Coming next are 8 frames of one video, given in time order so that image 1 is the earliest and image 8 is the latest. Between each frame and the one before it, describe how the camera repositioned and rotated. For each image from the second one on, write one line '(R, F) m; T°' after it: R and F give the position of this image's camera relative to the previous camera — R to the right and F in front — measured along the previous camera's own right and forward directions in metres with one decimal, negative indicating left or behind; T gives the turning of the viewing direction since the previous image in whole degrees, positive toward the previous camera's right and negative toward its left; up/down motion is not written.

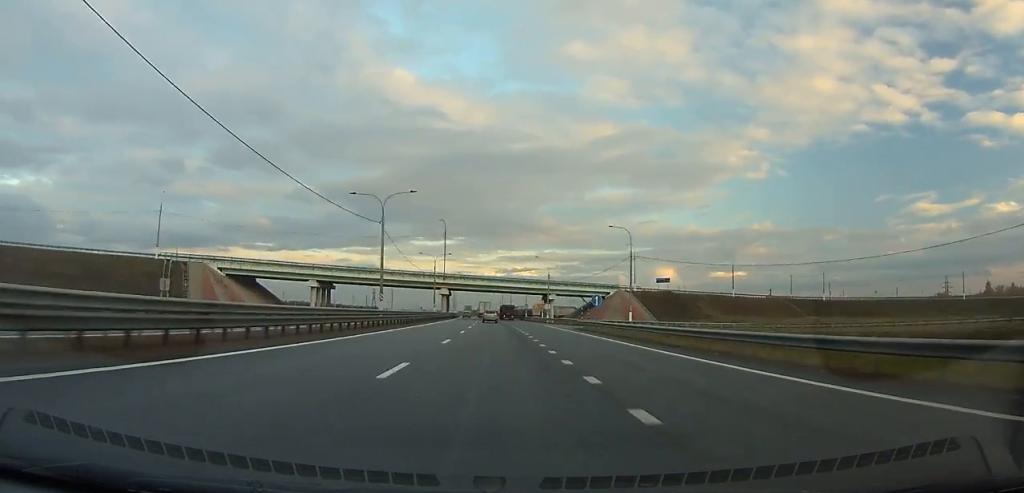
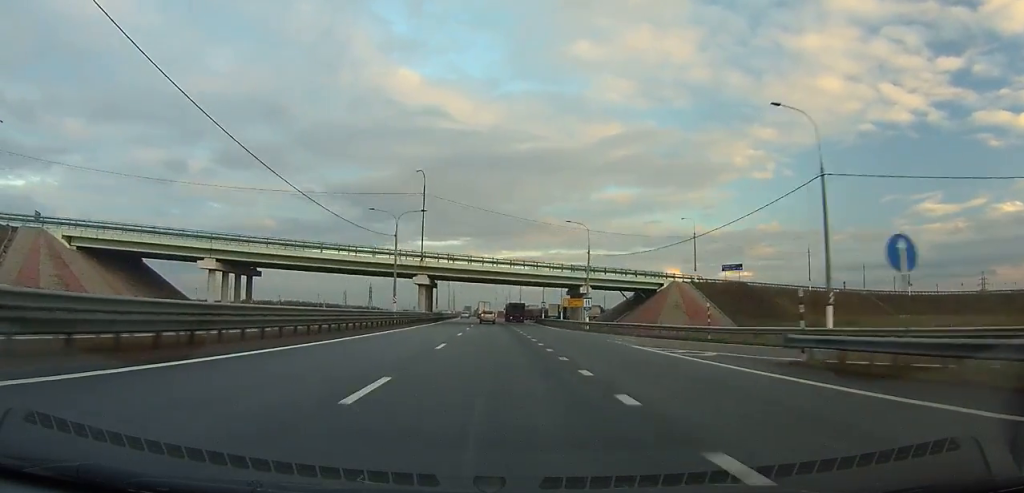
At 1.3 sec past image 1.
(-0.1, +37.7) m; -1°
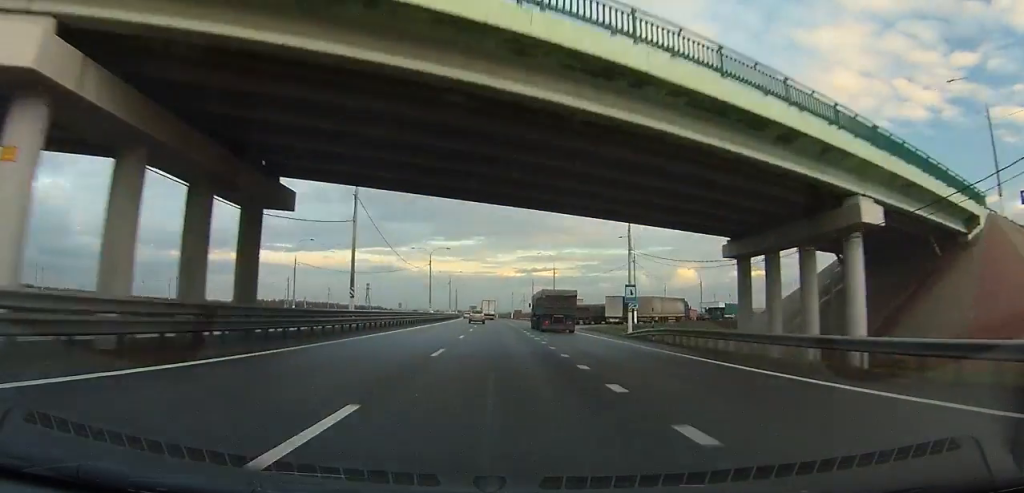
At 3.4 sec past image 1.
(-0.7, +59.4) m; -1°
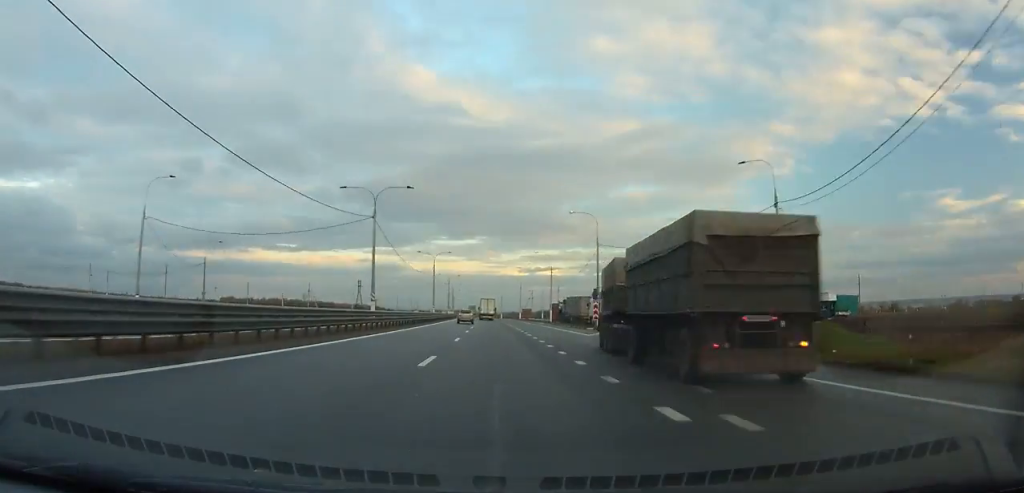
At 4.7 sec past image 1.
(-0.2, +37.1) m; -1°
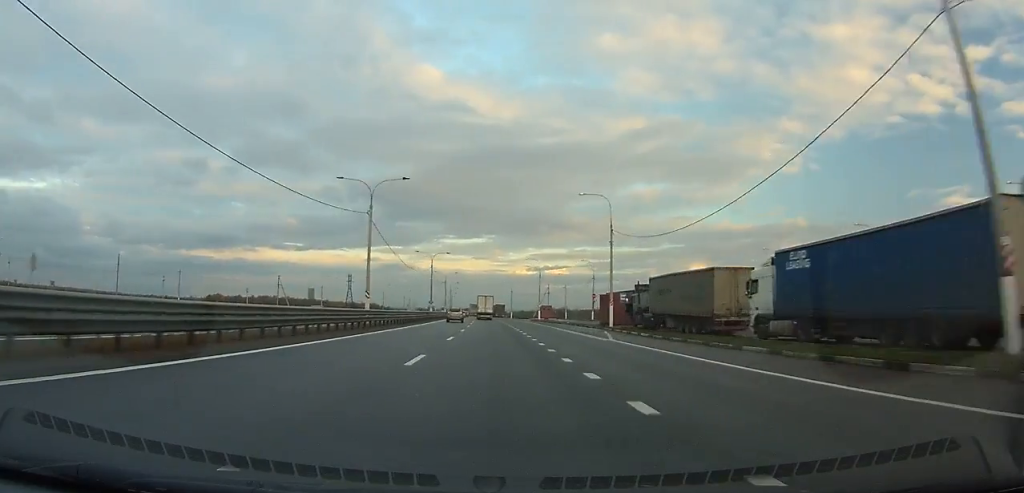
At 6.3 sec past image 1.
(-0.3, +46.1) m; -1°
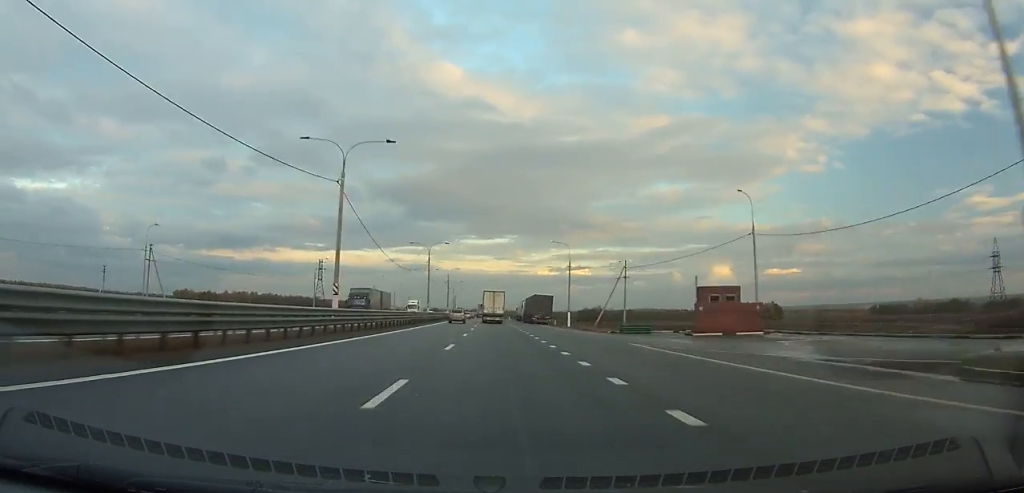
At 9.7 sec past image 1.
(-1.8, +98.7) m; -2°
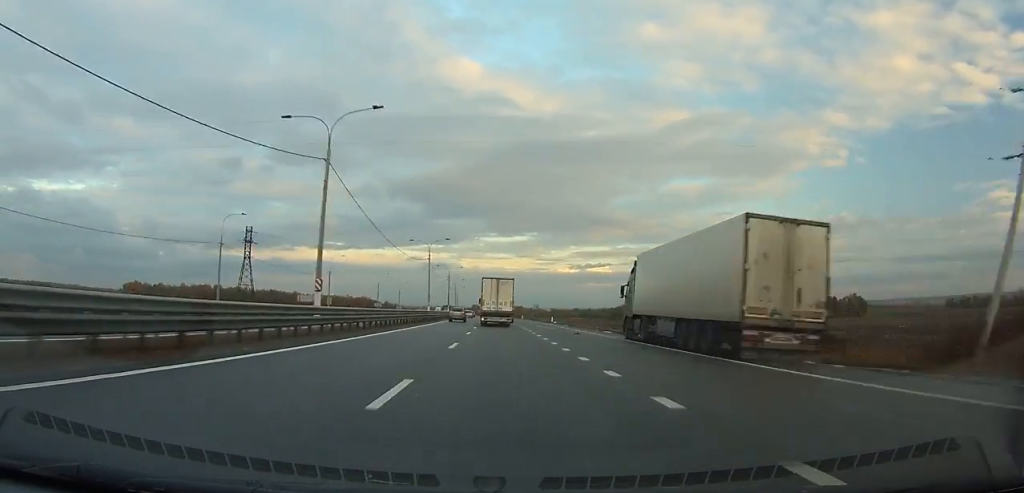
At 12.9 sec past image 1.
(-1.2, +89.2) m; -2°
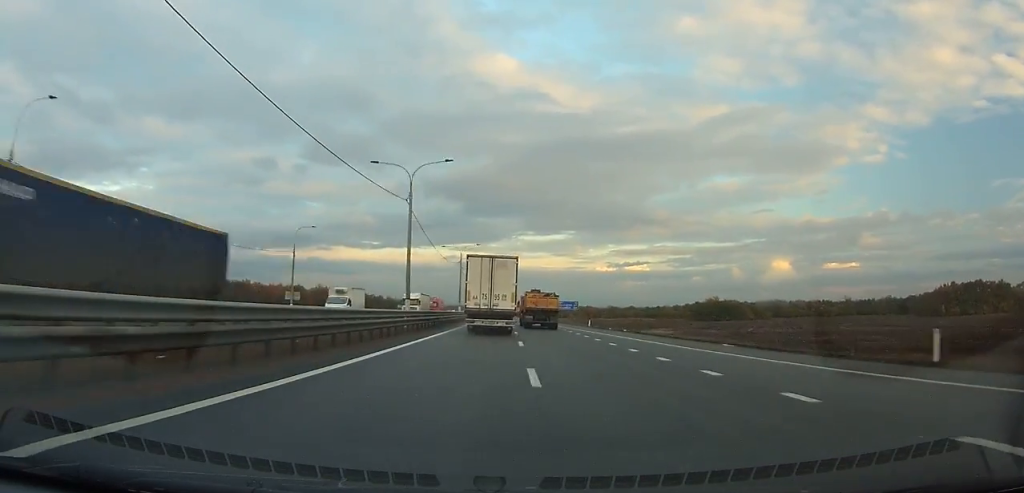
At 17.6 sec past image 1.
(-3.7, +129.7) m; -3°
